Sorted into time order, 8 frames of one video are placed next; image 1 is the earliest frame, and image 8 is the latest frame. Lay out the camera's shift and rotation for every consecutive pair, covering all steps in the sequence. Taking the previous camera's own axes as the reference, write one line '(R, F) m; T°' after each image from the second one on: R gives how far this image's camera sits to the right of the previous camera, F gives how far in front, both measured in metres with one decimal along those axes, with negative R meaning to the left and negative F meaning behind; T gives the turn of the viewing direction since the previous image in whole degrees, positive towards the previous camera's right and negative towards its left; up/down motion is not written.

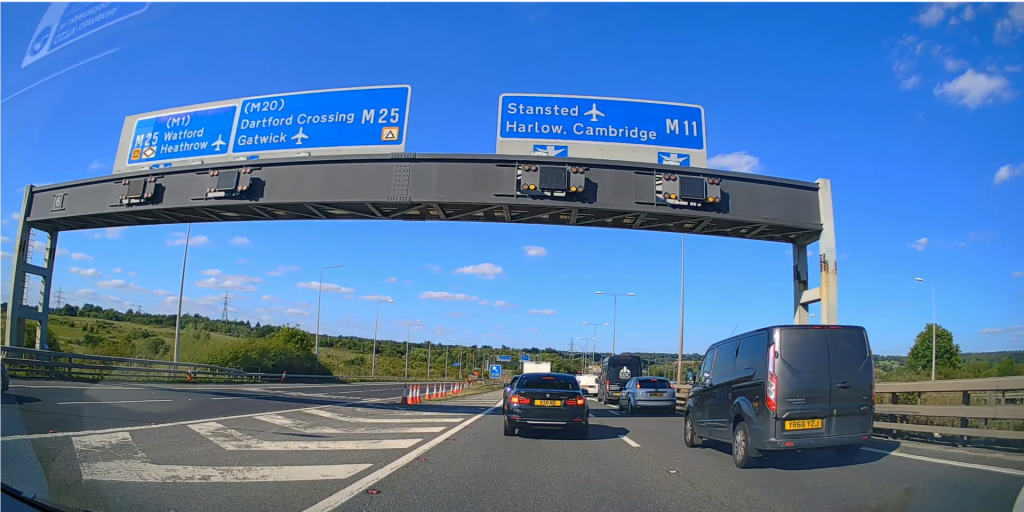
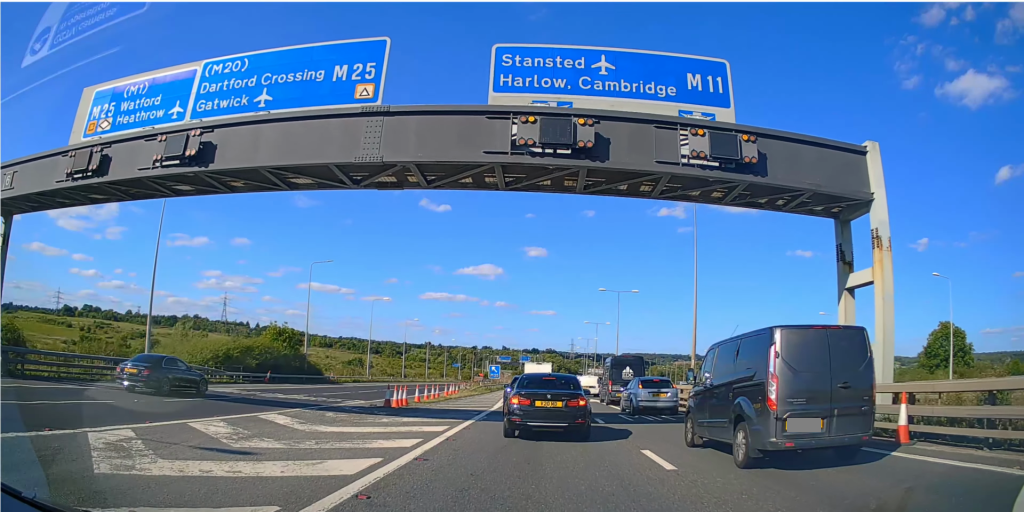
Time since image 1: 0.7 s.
(0.0, +2.8) m; +1°
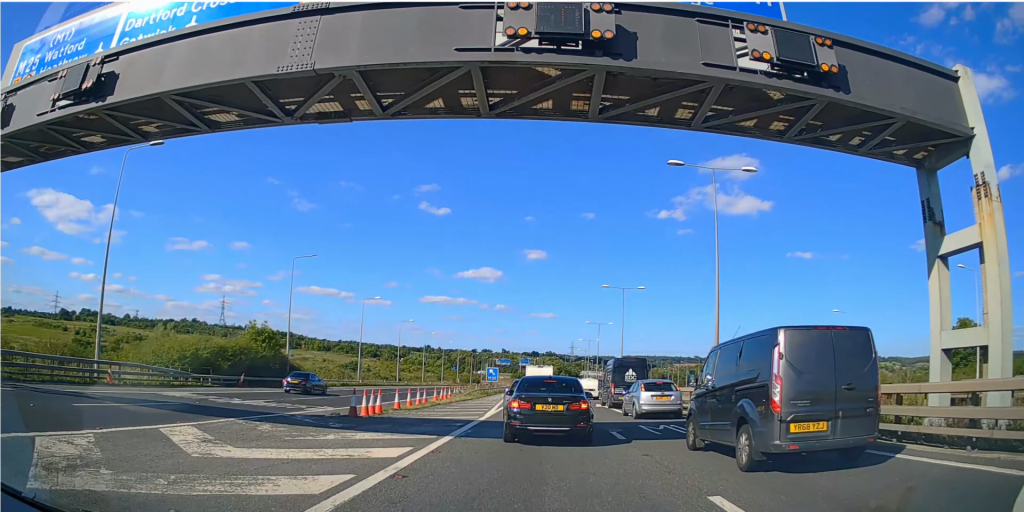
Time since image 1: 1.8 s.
(0.0, +4.2) m; 0°
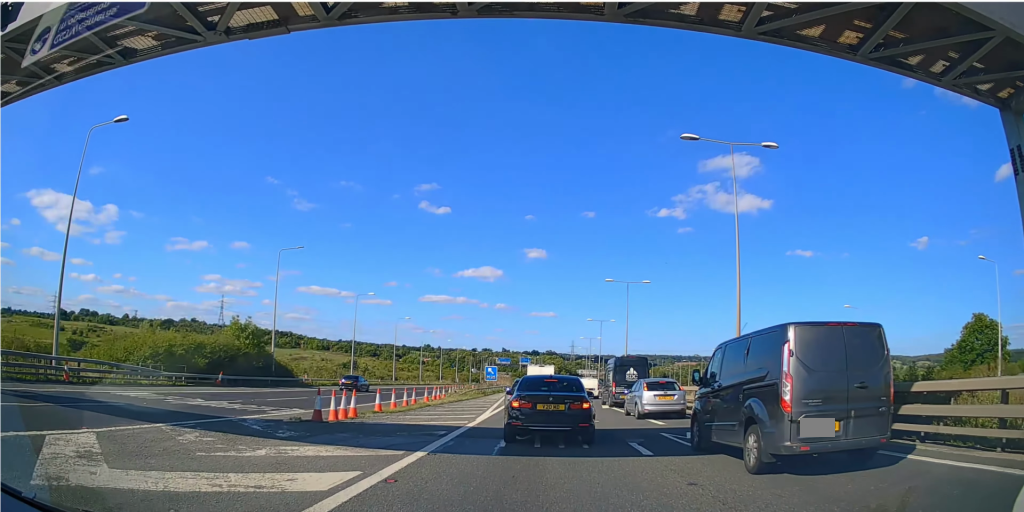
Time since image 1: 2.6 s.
(0.0, +3.0) m; -1°
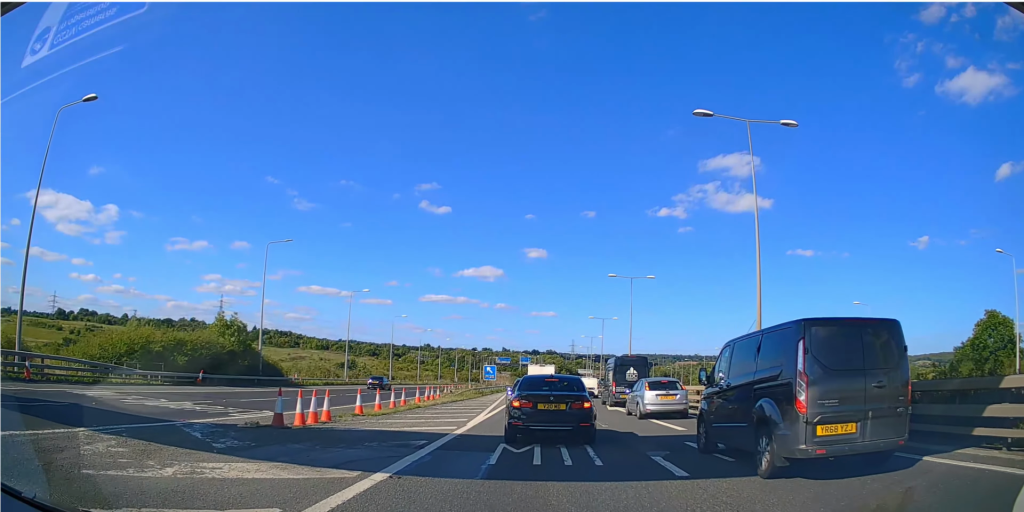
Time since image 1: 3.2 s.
(0.0, +2.2) m; -1°
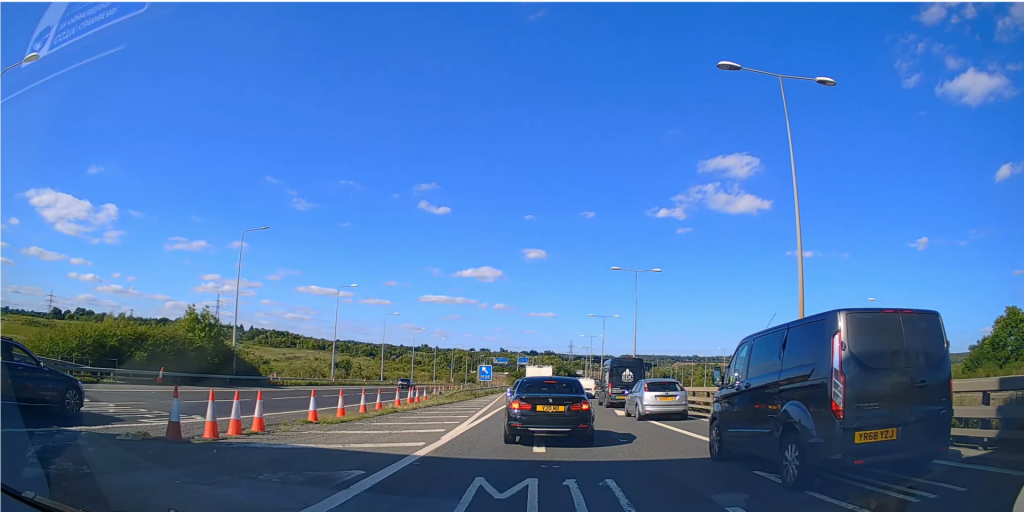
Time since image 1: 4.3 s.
(0.0, +3.7) m; 0°
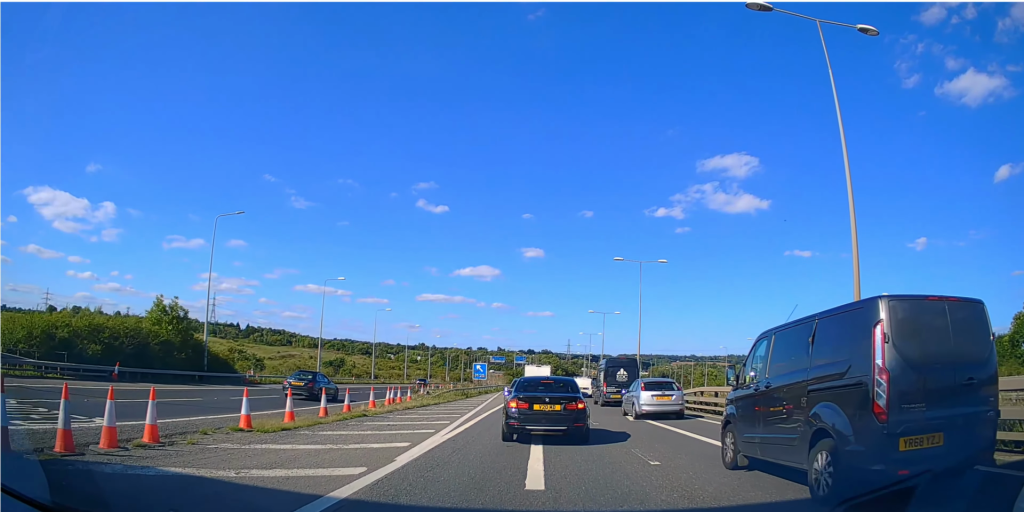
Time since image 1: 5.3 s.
(+0.1, +3.3) m; +2°
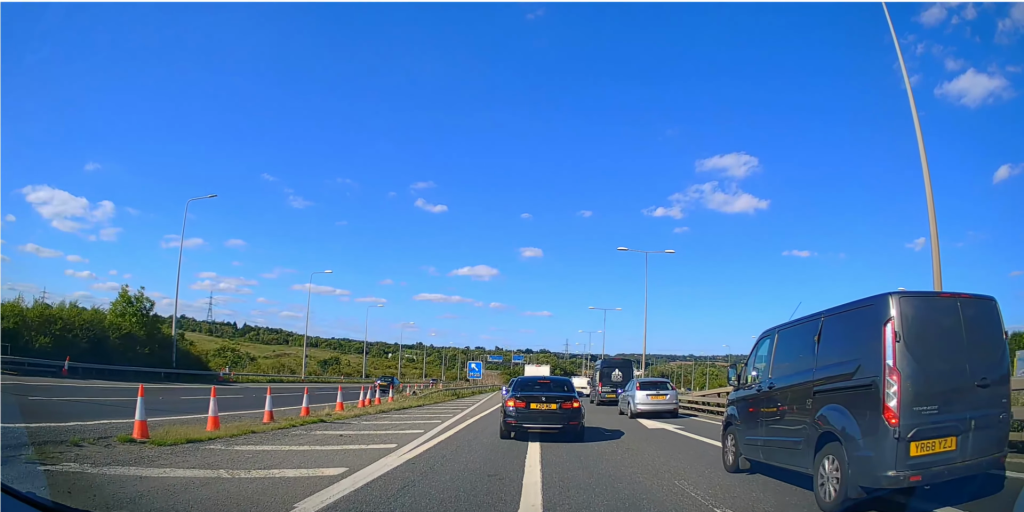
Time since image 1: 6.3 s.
(0.0, +3.3) m; -1°
